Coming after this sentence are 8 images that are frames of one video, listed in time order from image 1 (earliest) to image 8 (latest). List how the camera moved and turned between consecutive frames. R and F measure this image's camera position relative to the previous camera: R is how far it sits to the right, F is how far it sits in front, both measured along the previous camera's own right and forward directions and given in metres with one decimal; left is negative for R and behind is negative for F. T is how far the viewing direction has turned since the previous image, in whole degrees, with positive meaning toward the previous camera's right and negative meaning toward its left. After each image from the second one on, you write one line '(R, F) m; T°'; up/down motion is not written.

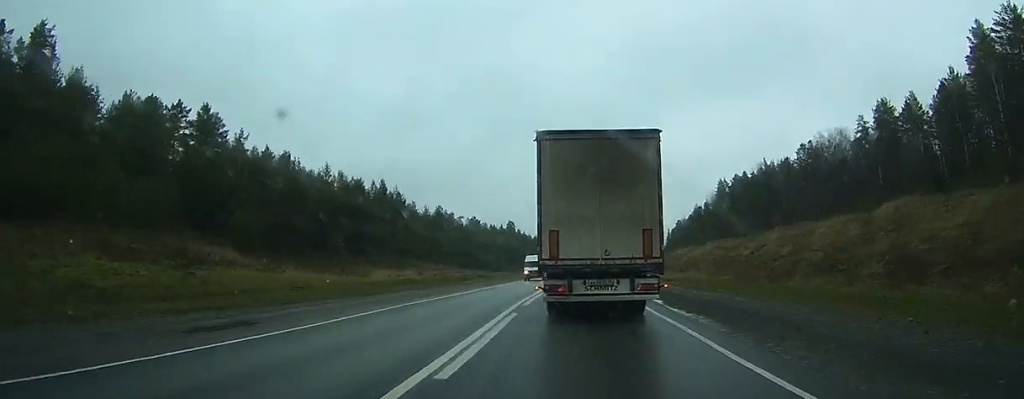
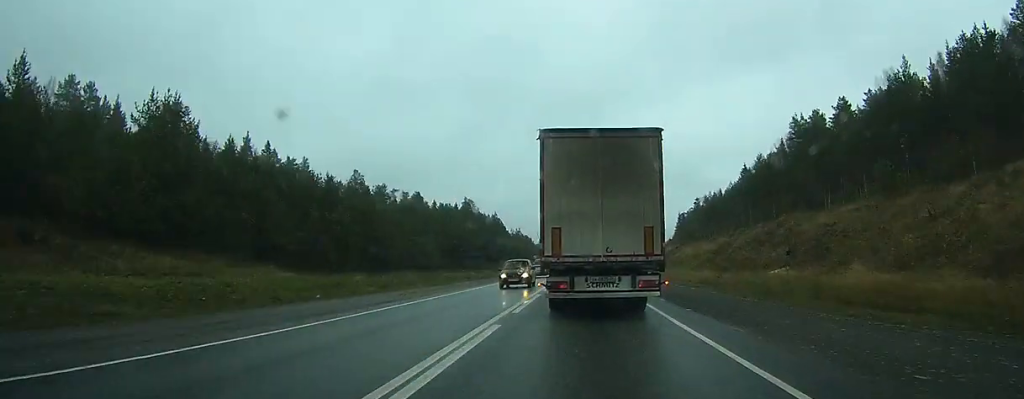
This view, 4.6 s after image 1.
(+7.1, +96.1) m; +5°
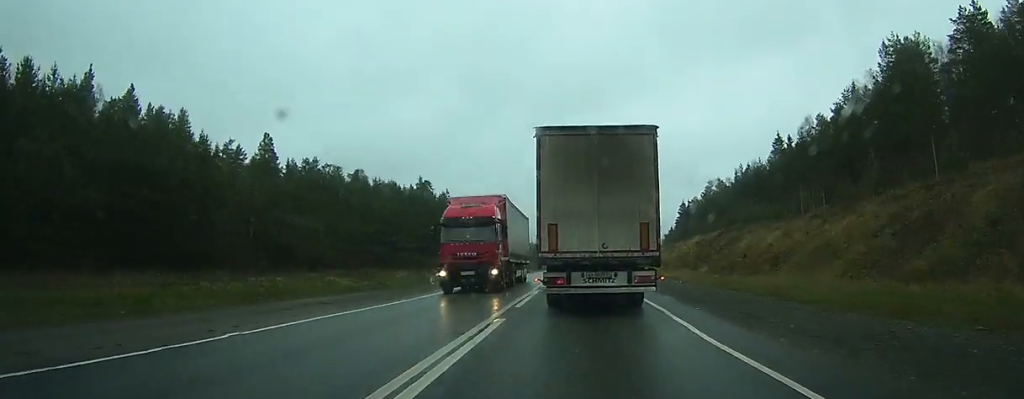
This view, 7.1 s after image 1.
(+0.4, +46.0) m; +1°
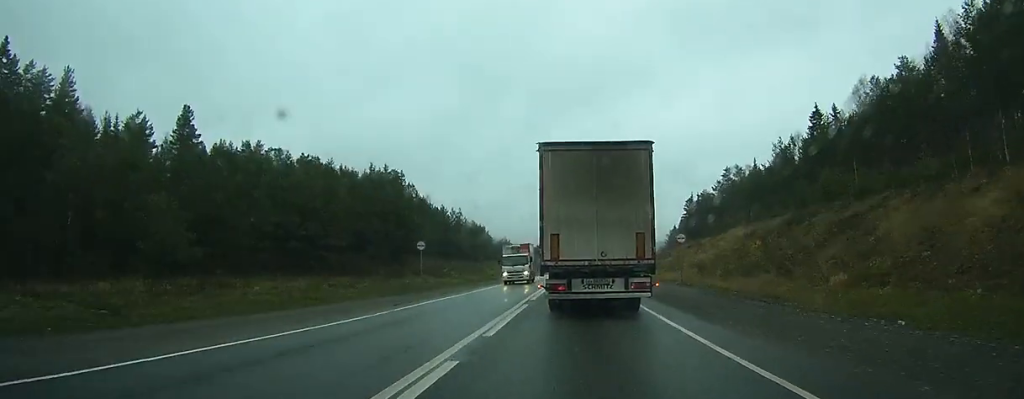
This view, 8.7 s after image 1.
(+0.4, +28.4) m; +1°
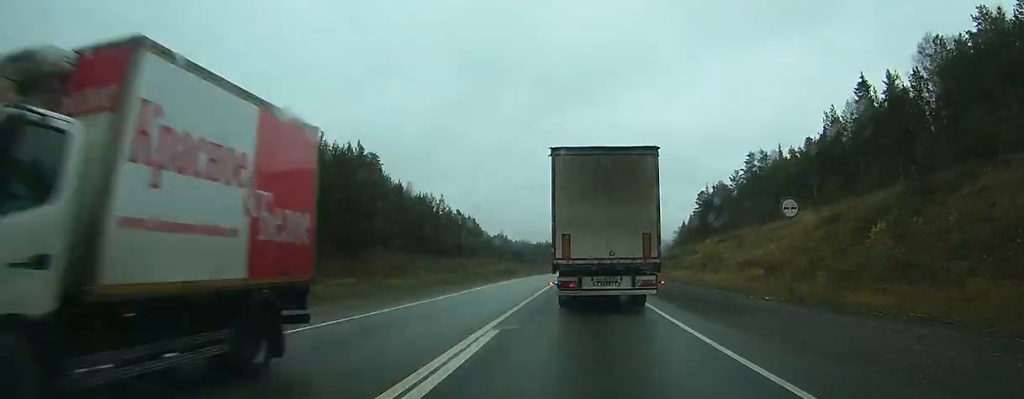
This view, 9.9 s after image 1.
(-0.1, +20.0) m; 0°
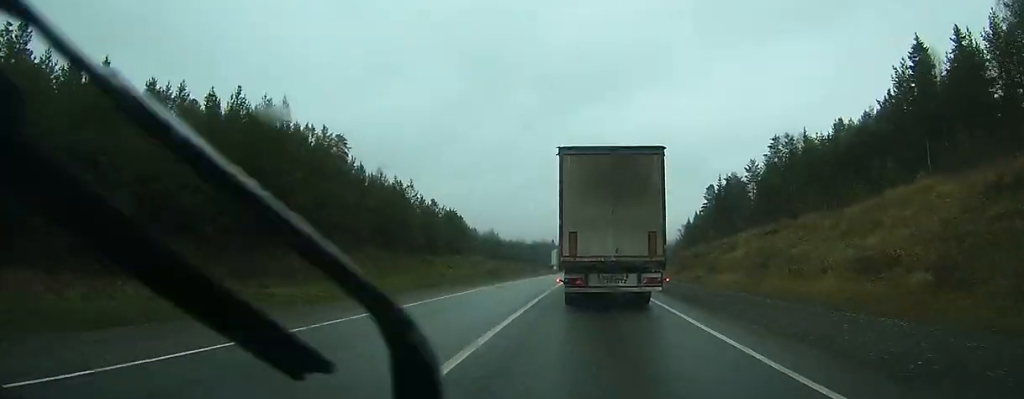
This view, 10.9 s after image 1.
(0.0, +18.8) m; 0°
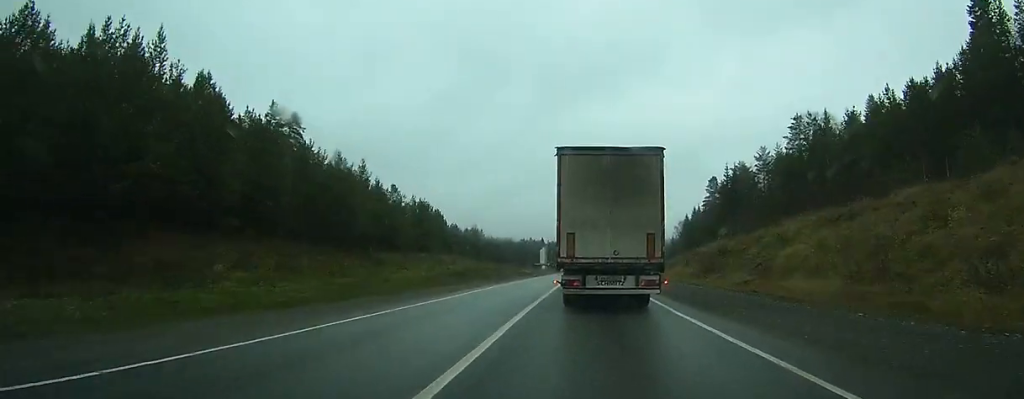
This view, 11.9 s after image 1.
(0.0, +16.5) m; +1°
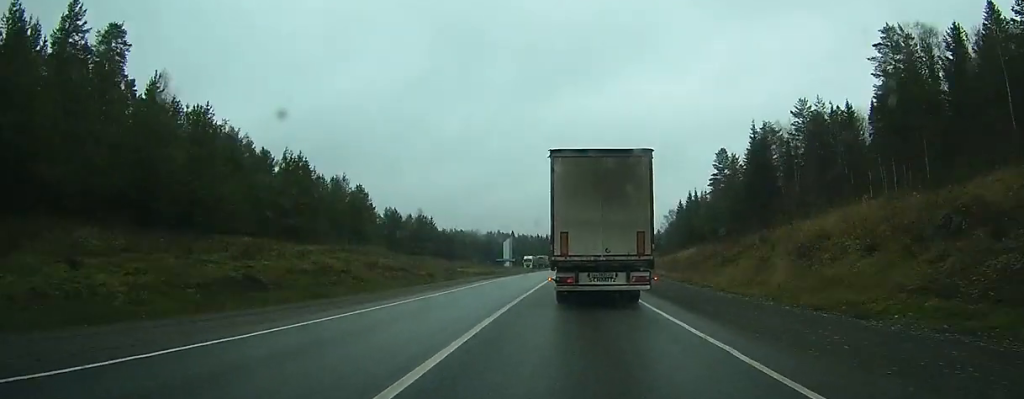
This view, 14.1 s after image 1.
(+0.7, +39.5) m; +2°
